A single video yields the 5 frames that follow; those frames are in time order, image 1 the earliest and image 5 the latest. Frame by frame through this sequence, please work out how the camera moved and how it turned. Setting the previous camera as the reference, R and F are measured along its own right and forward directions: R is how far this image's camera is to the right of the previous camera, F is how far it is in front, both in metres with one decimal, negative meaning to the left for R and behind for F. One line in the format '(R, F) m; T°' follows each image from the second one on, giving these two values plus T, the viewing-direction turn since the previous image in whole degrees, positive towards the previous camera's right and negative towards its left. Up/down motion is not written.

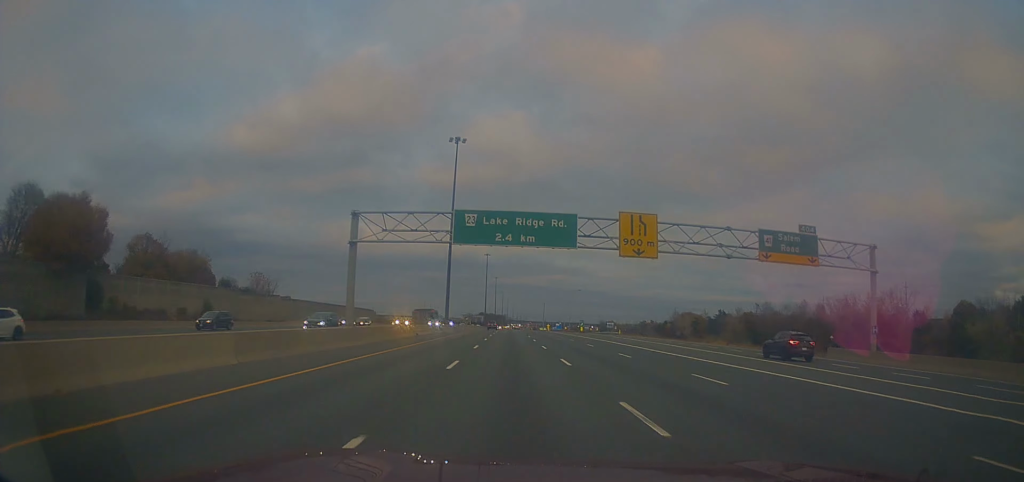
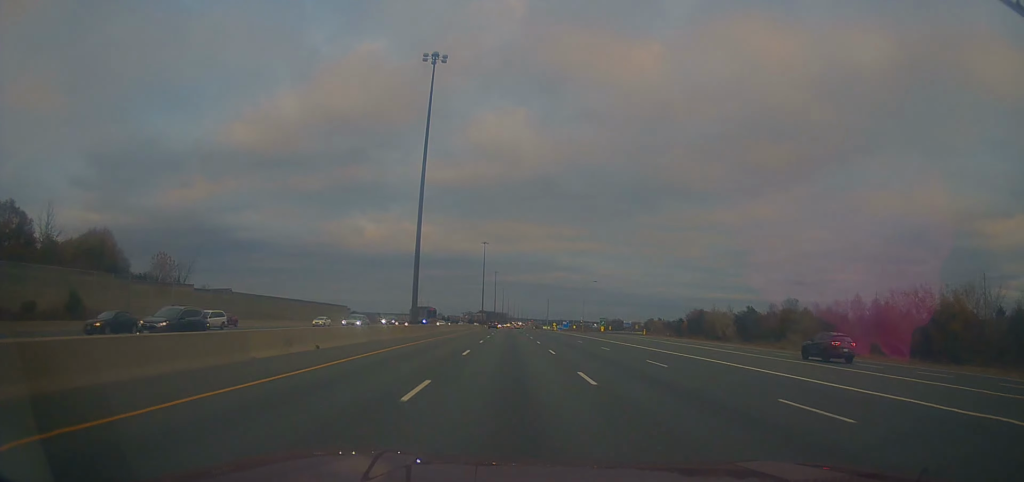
(0.0, +30.6) m; +1°
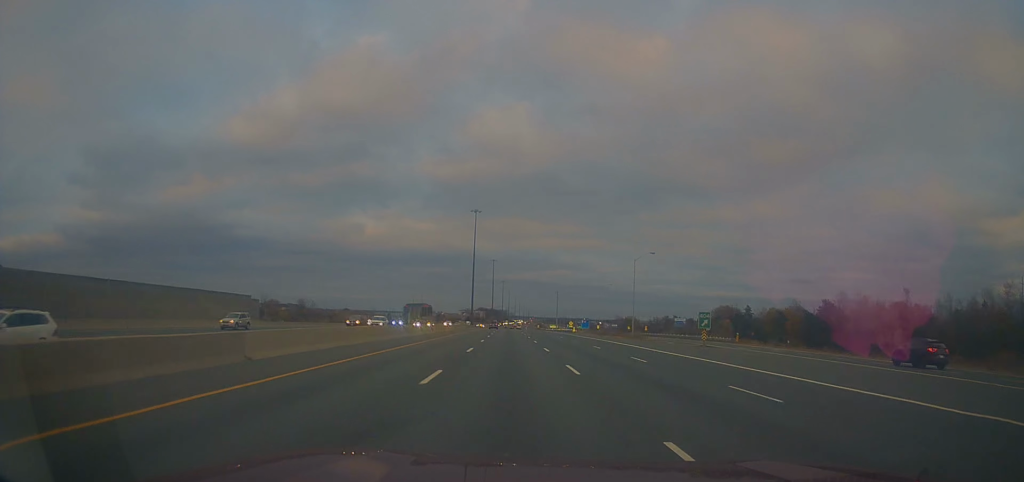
(+0.5, +58.4) m; 0°
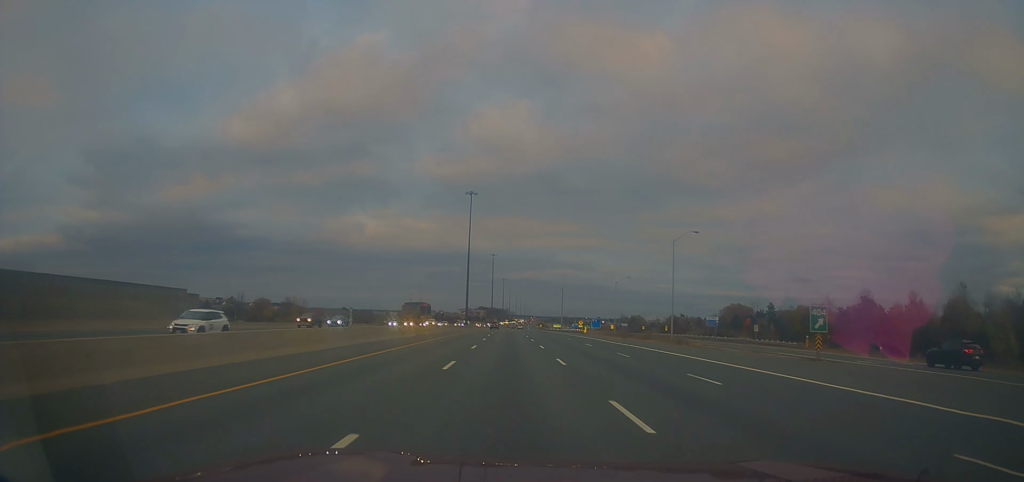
(-0.2, +20.9) m; 0°
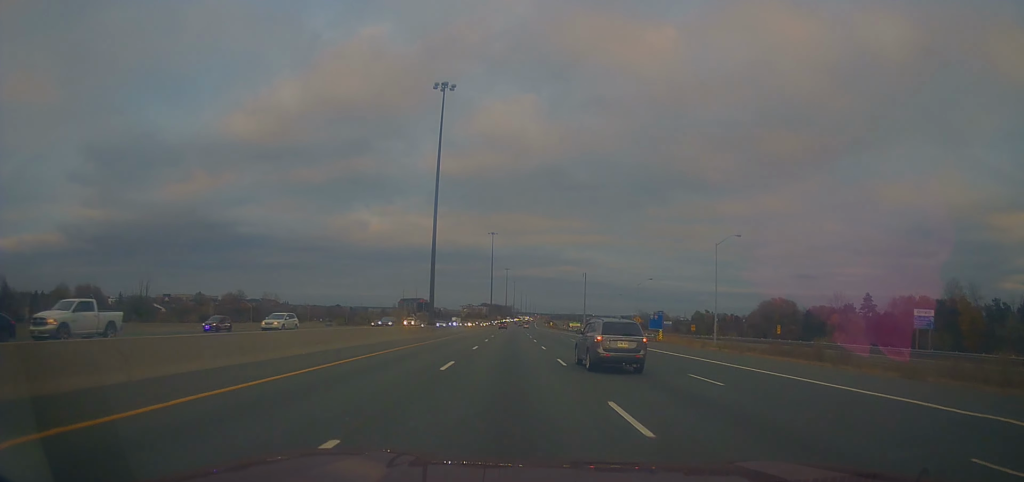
(0.0, +61.7) m; 0°
